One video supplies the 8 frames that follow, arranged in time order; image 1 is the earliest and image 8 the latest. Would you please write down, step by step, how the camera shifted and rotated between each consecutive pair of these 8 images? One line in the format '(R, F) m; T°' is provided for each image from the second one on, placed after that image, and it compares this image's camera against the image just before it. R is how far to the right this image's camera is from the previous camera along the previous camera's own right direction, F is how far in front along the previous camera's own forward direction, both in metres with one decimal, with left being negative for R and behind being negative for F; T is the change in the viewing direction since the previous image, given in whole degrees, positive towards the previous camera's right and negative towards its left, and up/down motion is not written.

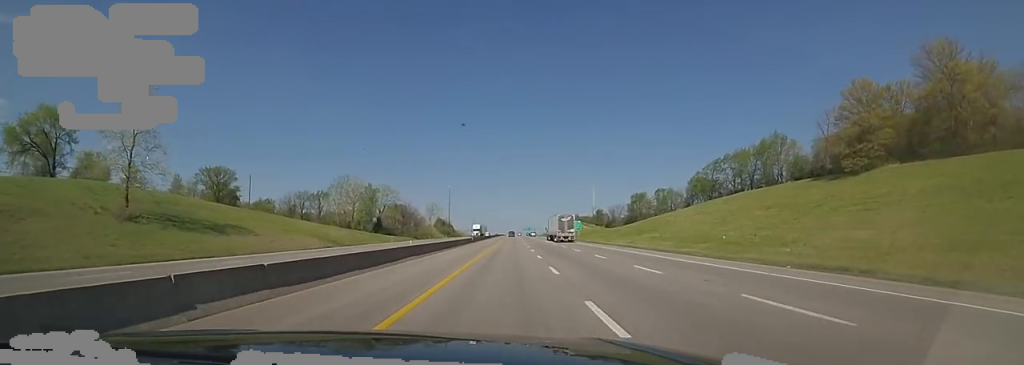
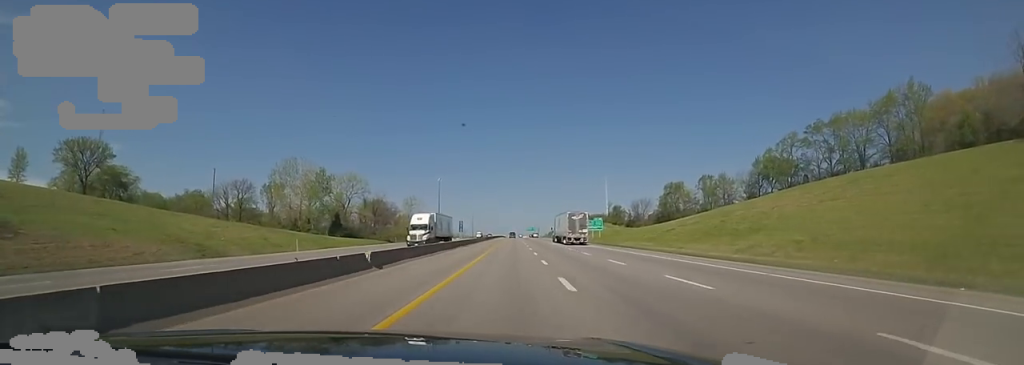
(+1.2, +44.0) m; +2°
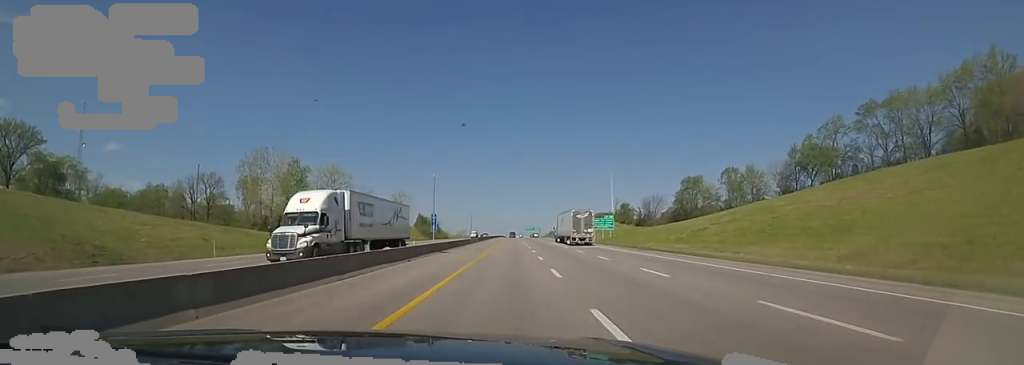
(+0.4, +16.2) m; 0°
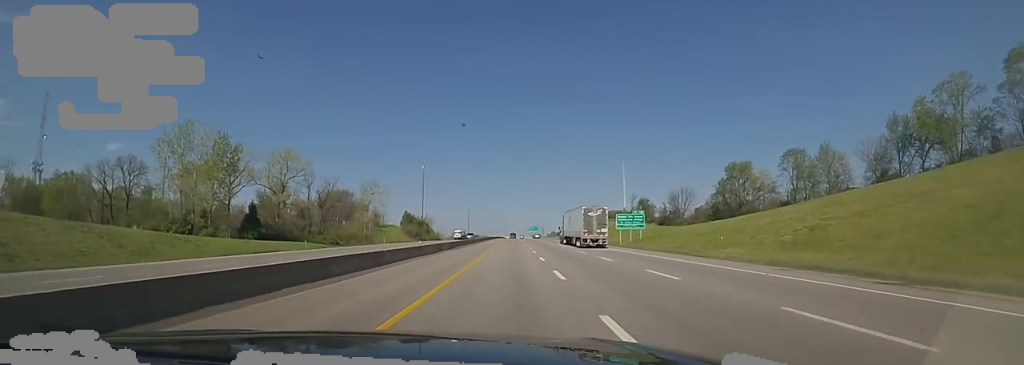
(-1.1, +30.1) m; -2°
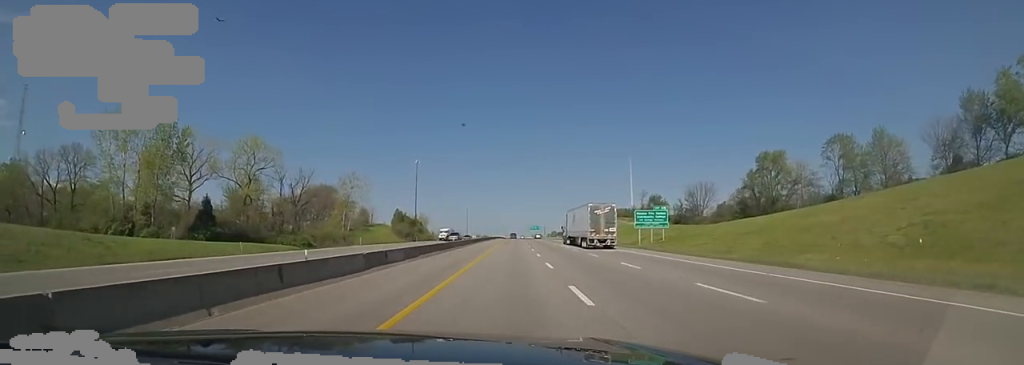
(0.0, +15.1) m; 0°
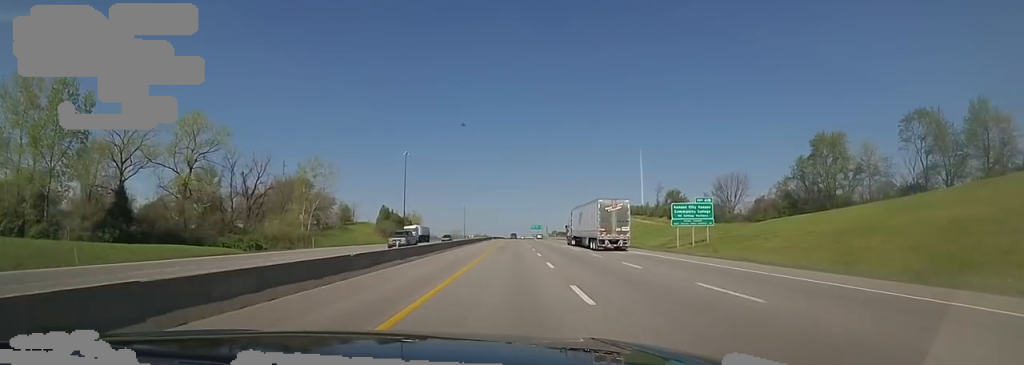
(0.0, +19.7) m; 0°
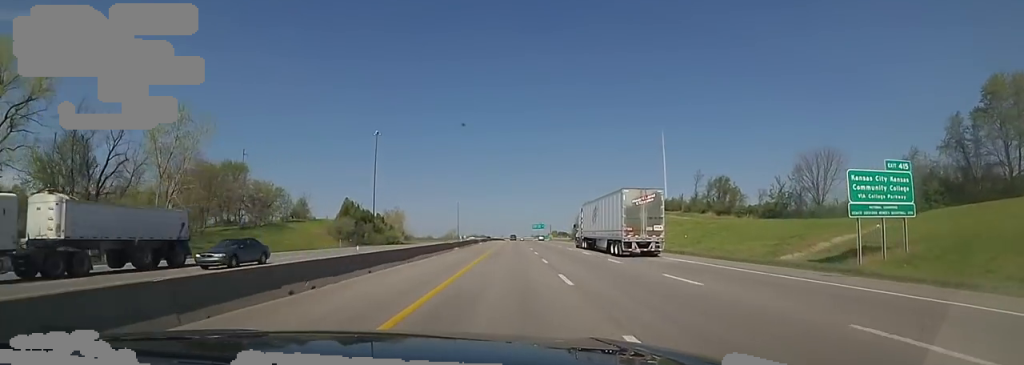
(+0.1, +35.9) m; +2°
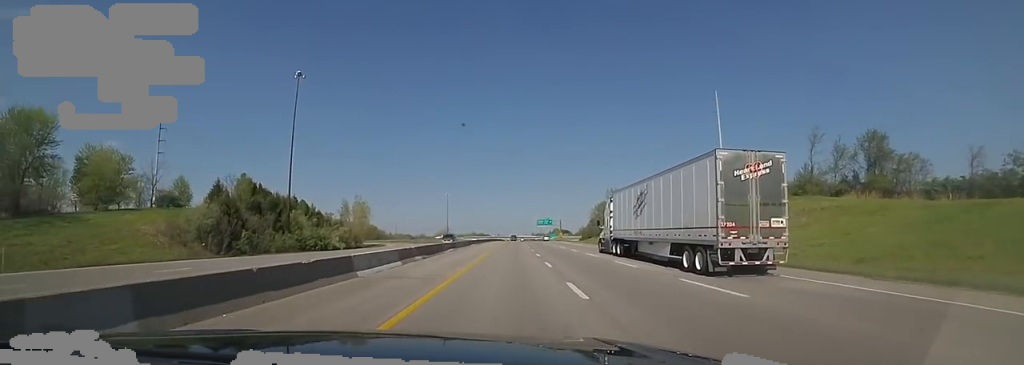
(+0.7, +52.2) m; -1°
